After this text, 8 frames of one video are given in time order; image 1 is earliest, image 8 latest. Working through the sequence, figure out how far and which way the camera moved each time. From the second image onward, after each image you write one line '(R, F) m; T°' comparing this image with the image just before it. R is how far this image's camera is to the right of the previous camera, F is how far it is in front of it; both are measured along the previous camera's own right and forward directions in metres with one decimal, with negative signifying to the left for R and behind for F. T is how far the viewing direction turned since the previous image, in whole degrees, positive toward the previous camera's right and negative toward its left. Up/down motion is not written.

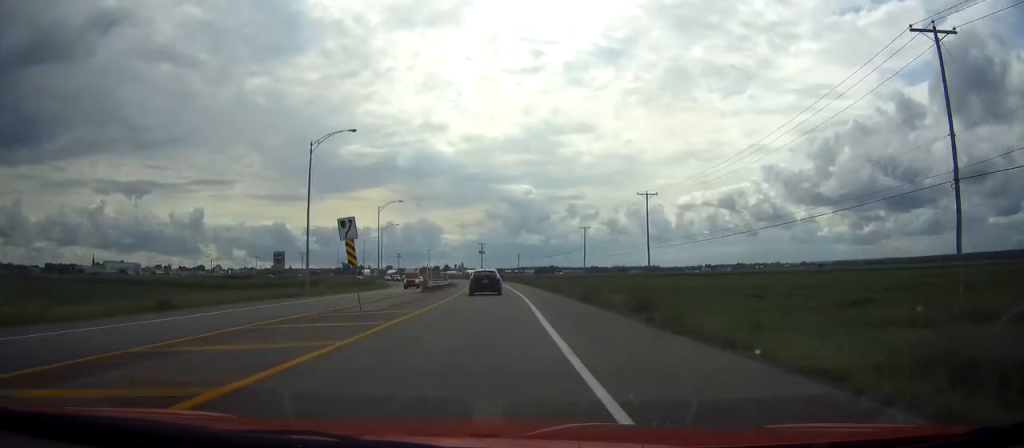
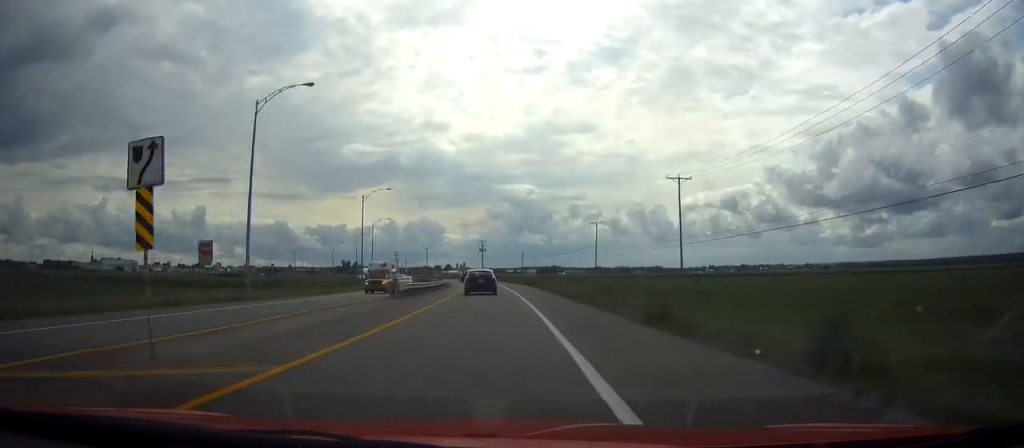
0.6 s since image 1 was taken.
(0.0, +13.7) m; 0°
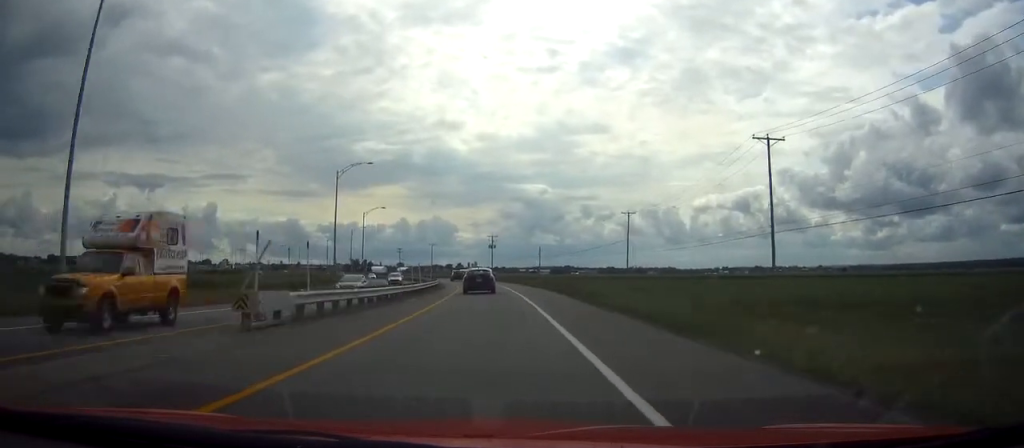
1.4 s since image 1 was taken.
(+0.1, +20.2) m; -1°
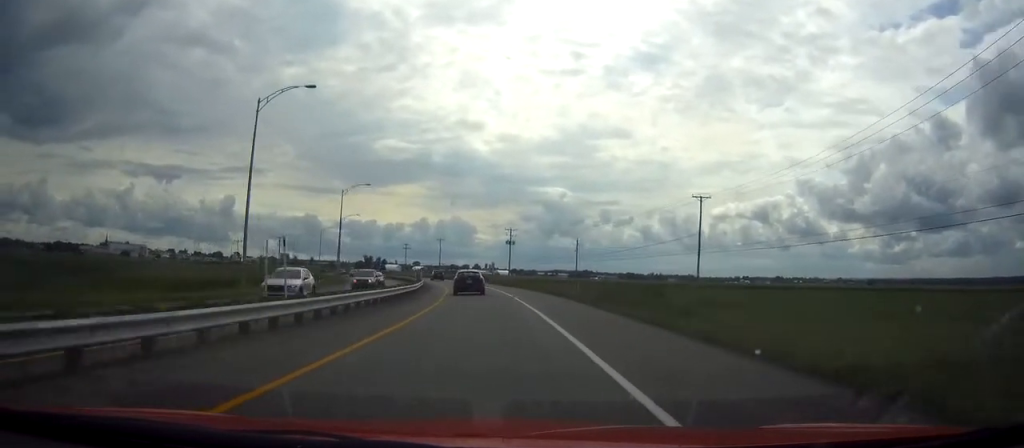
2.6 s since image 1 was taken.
(-0.7, +29.4) m; -2°
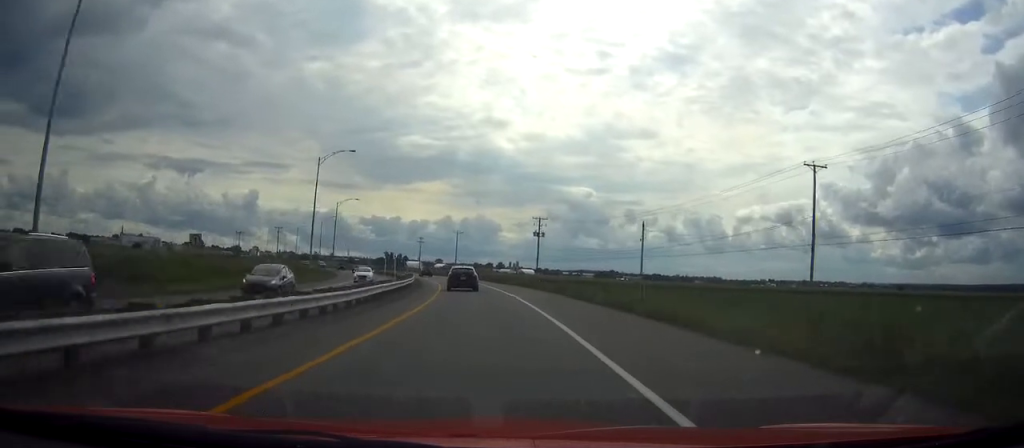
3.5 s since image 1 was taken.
(-0.3, +23.2) m; -2°
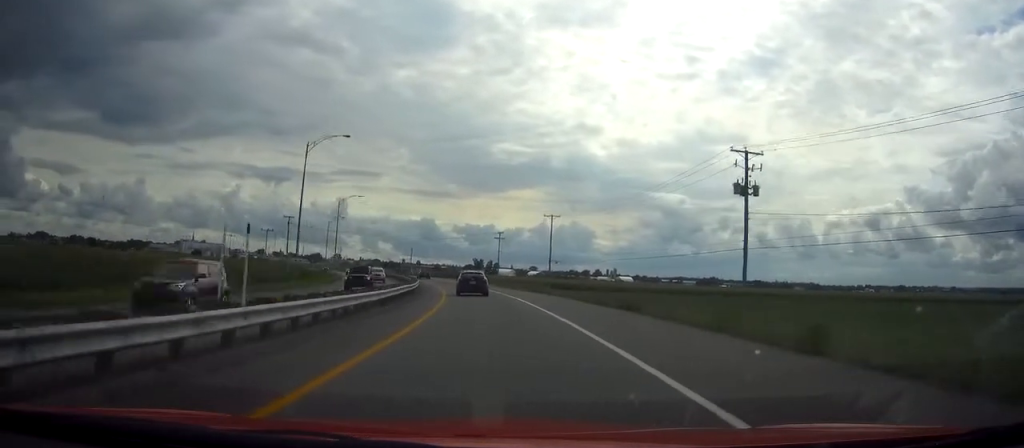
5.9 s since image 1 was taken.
(-3.9, +60.9) m; -8°
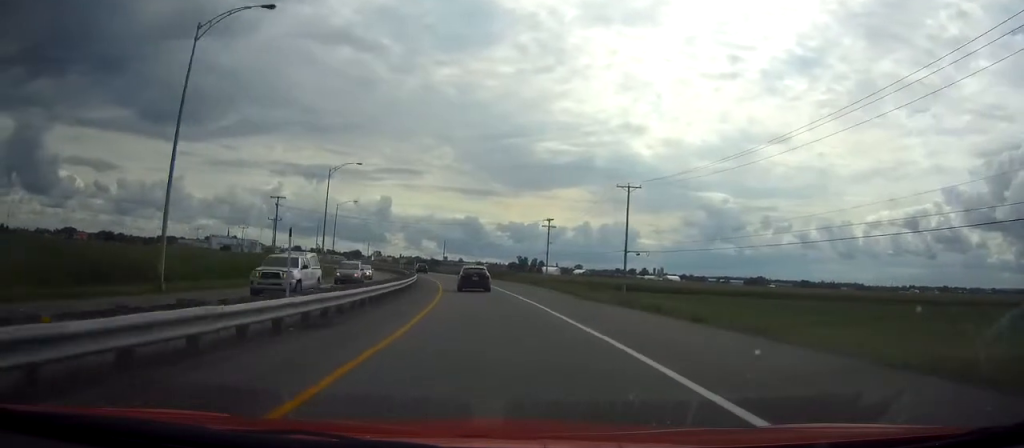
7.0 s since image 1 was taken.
(-1.1, +30.3) m; -4°
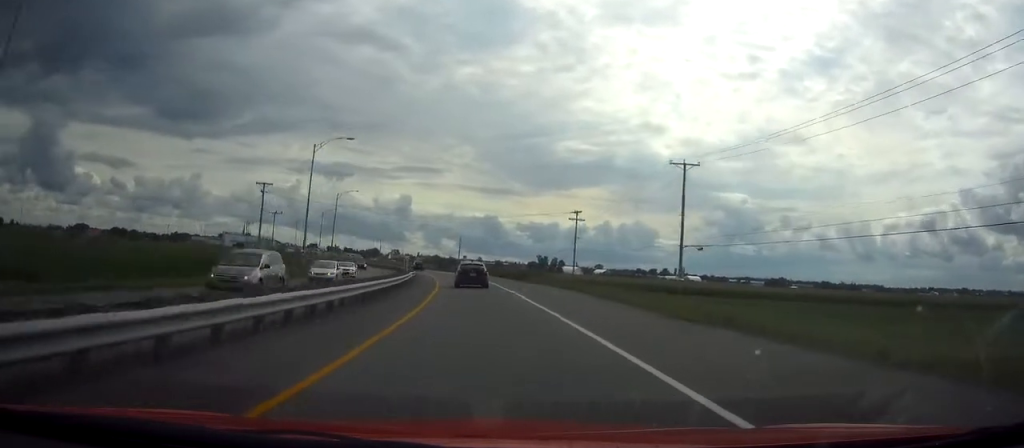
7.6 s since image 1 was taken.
(-0.2, +14.4) m; -2°
